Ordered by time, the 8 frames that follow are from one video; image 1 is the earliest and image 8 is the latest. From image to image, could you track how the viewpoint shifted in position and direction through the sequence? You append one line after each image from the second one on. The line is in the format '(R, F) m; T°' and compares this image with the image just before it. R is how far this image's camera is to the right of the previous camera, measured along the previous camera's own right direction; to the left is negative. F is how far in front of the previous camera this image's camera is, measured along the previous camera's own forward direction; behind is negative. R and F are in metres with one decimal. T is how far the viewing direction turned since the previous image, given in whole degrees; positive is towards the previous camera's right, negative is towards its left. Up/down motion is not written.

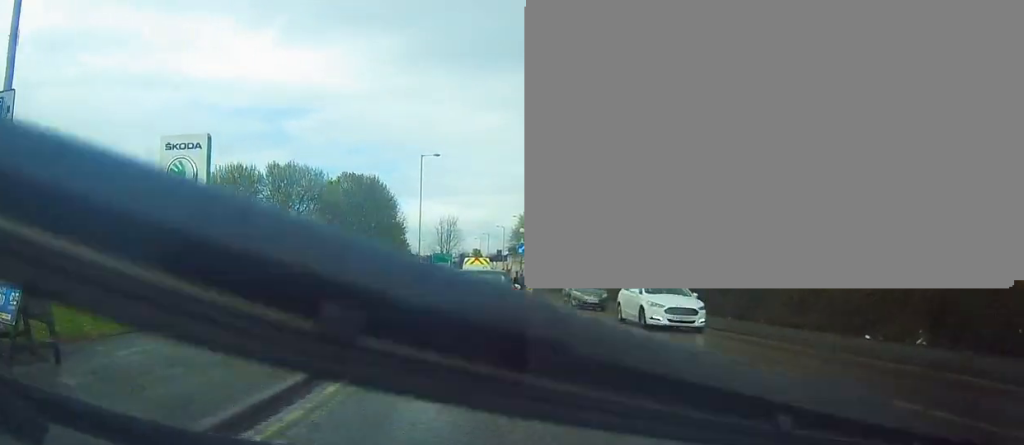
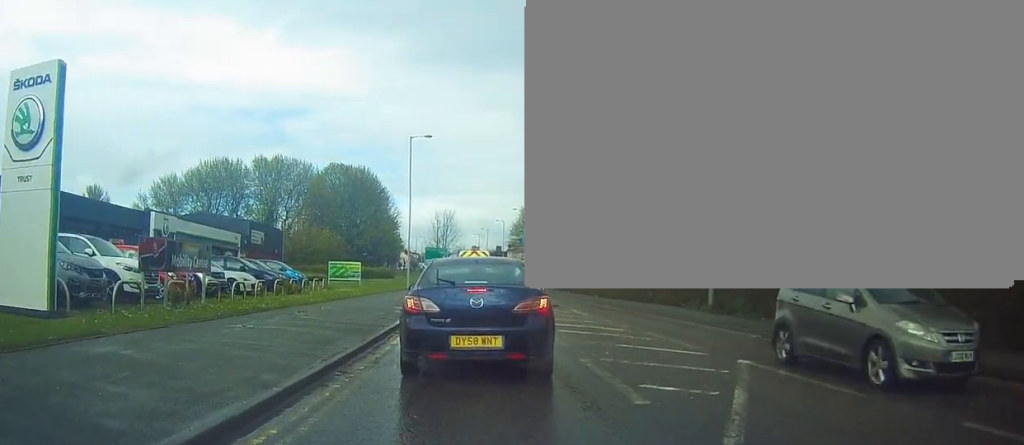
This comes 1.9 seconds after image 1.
(-0.2, +7.6) m; +1°
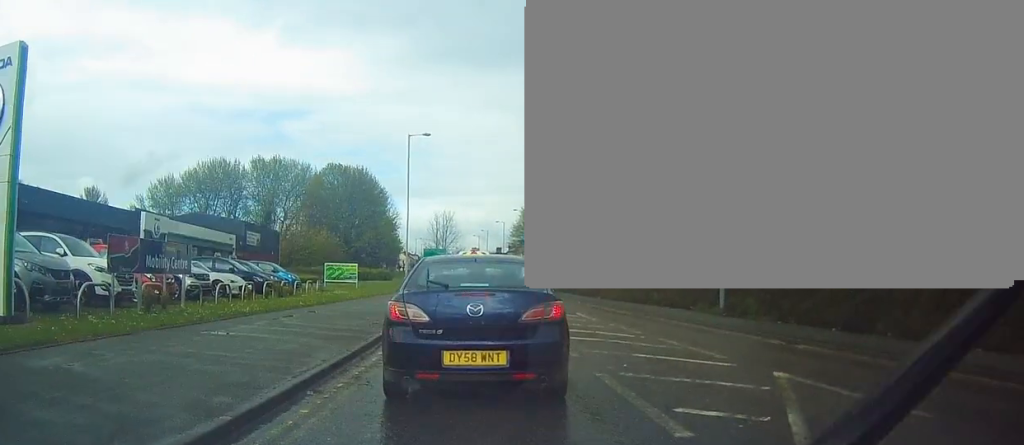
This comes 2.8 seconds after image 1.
(+0.1, +1.7) m; +2°
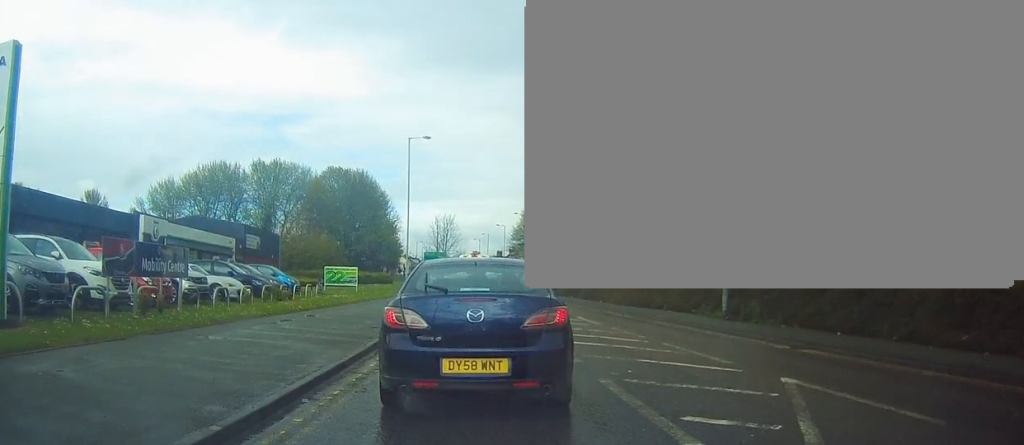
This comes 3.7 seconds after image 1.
(+0.2, +0.6) m; 0°
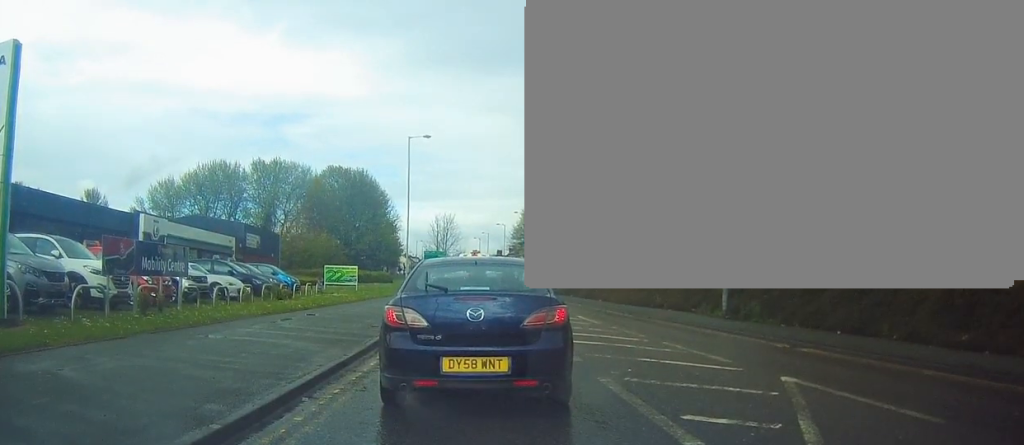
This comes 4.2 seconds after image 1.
(0.0, 0.0) m; 0°
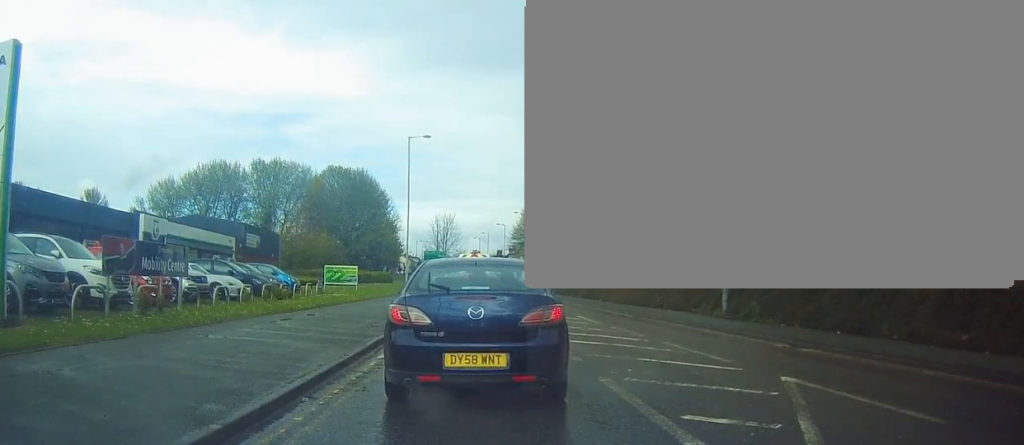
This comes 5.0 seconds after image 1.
(0.0, 0.0) m; 0°
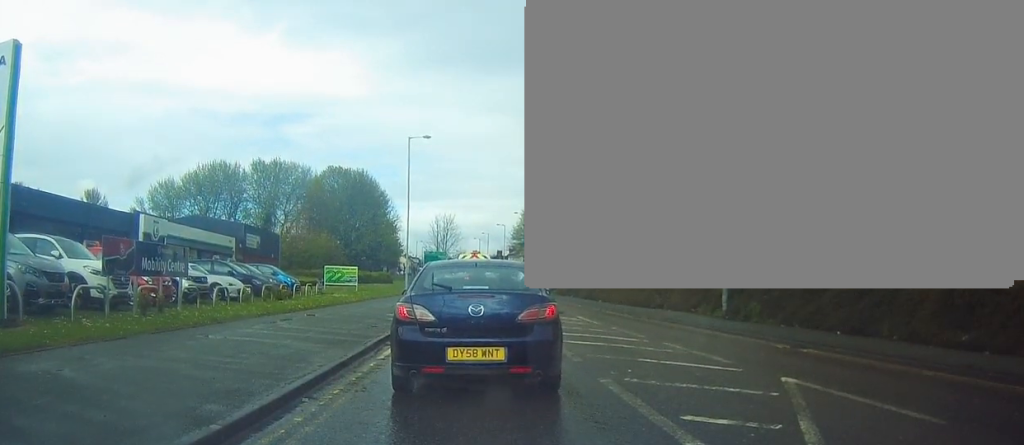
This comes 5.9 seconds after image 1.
(0.0, 0.0) m; 0°
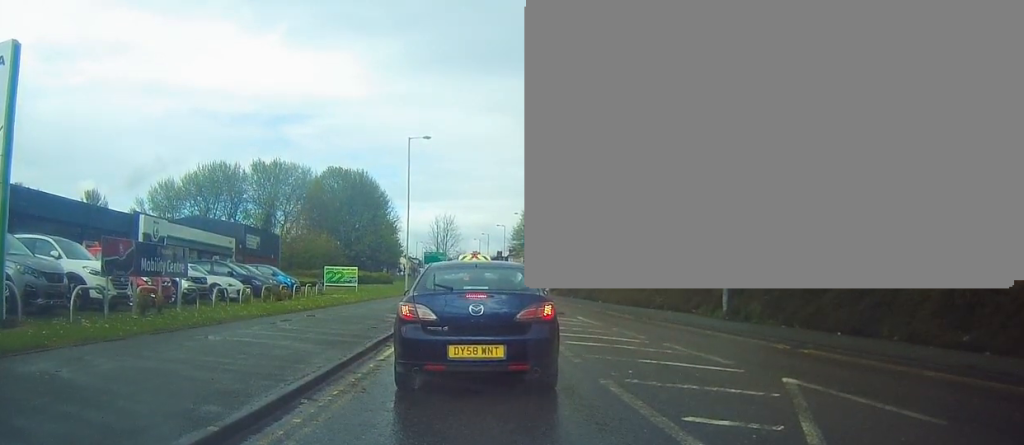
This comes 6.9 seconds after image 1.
(-0.1, +0.2) m; 0°
